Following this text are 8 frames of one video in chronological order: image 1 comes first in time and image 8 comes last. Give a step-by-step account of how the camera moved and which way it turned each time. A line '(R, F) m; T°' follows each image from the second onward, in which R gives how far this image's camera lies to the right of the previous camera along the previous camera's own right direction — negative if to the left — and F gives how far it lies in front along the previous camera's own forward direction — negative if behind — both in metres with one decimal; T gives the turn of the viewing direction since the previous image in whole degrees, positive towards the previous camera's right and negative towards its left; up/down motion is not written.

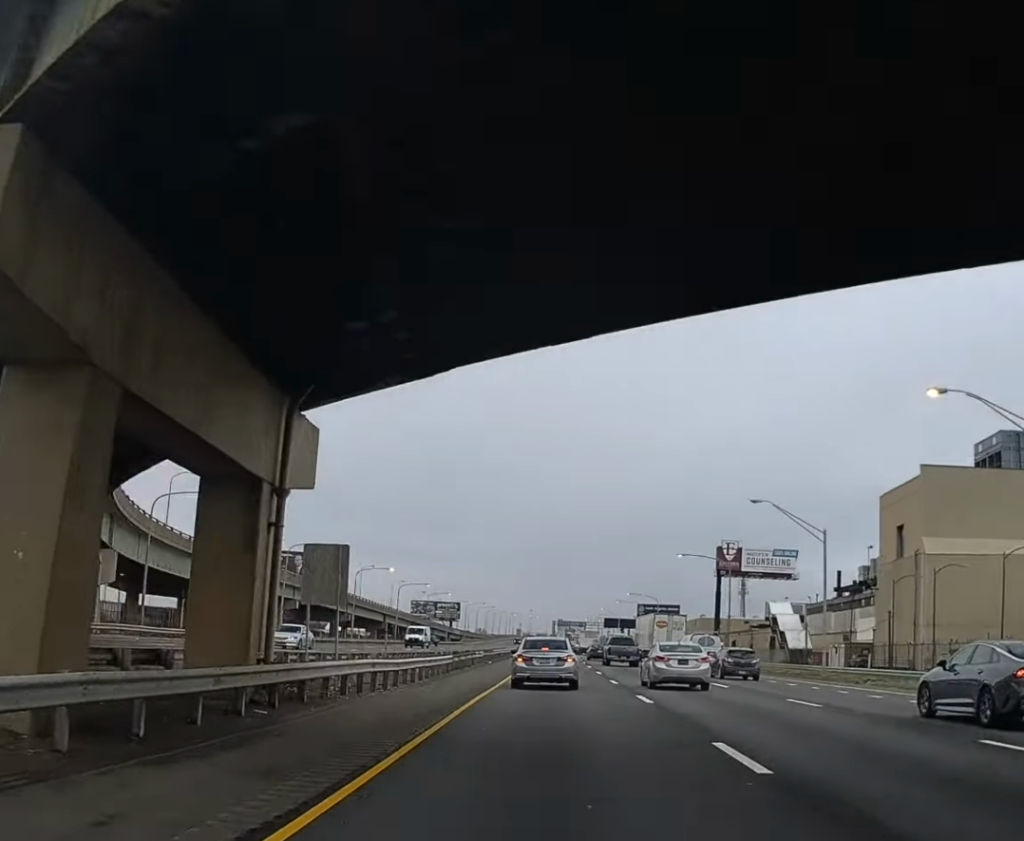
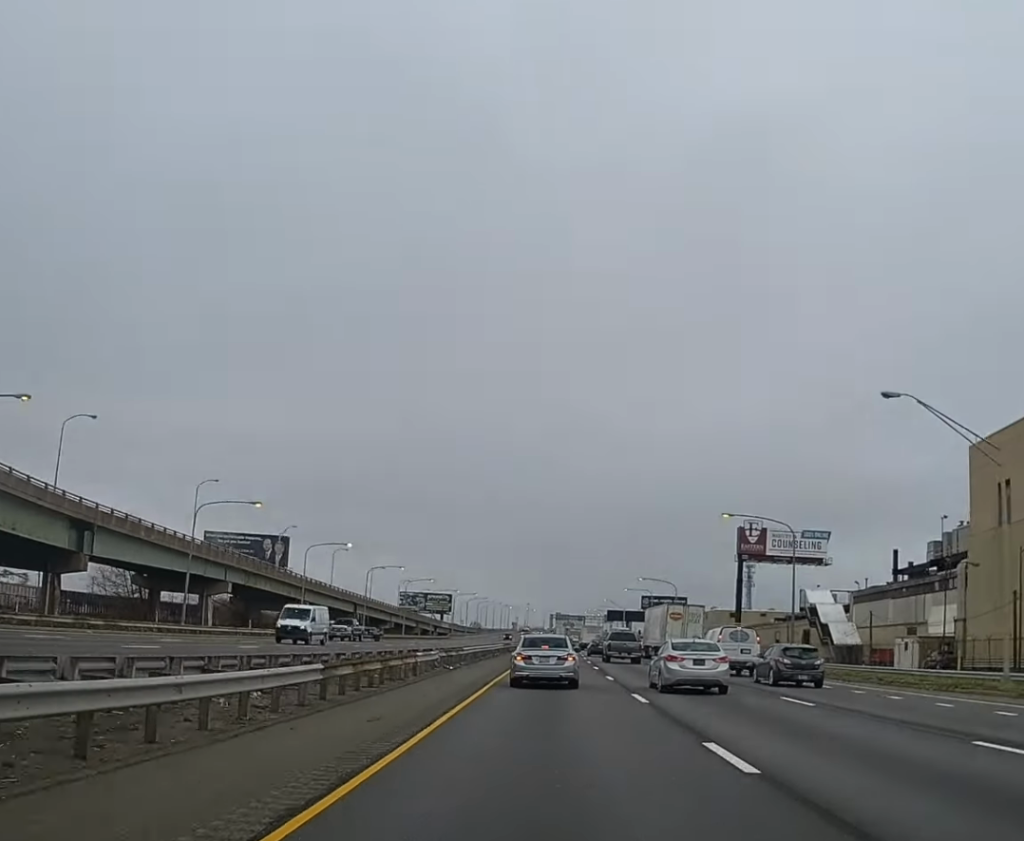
(0.0, +24.4) m; 0°
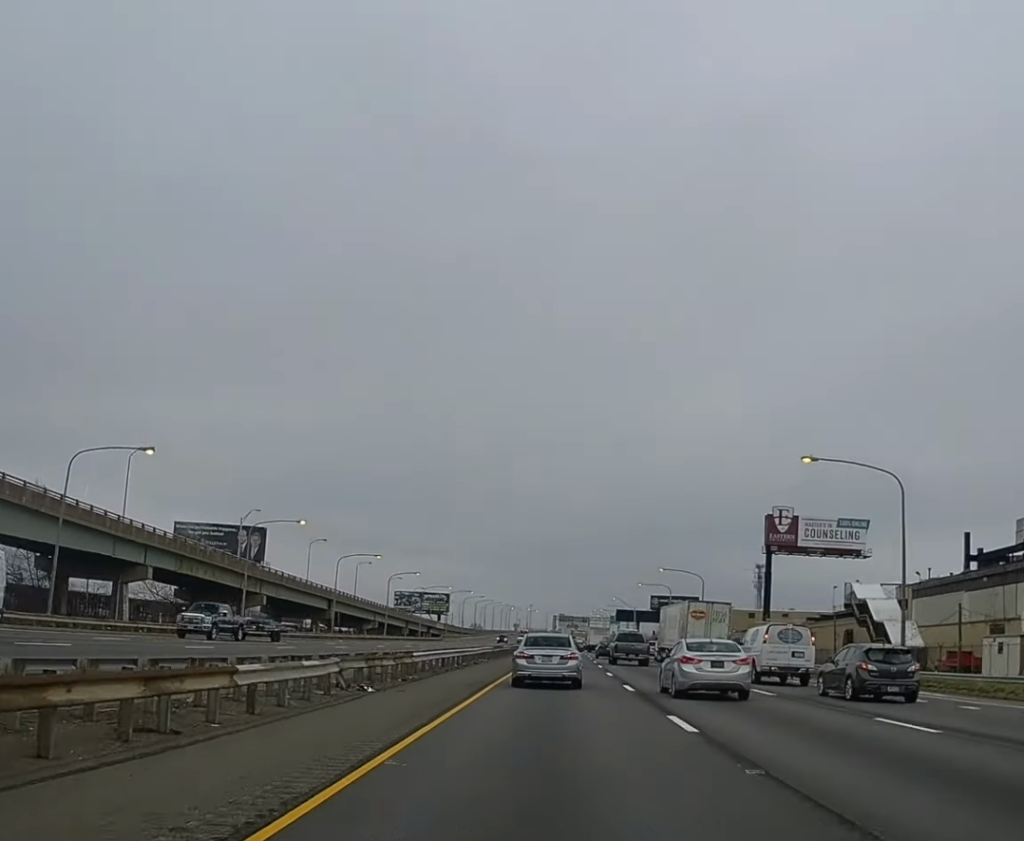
(0.0, +19.9) m; 0°
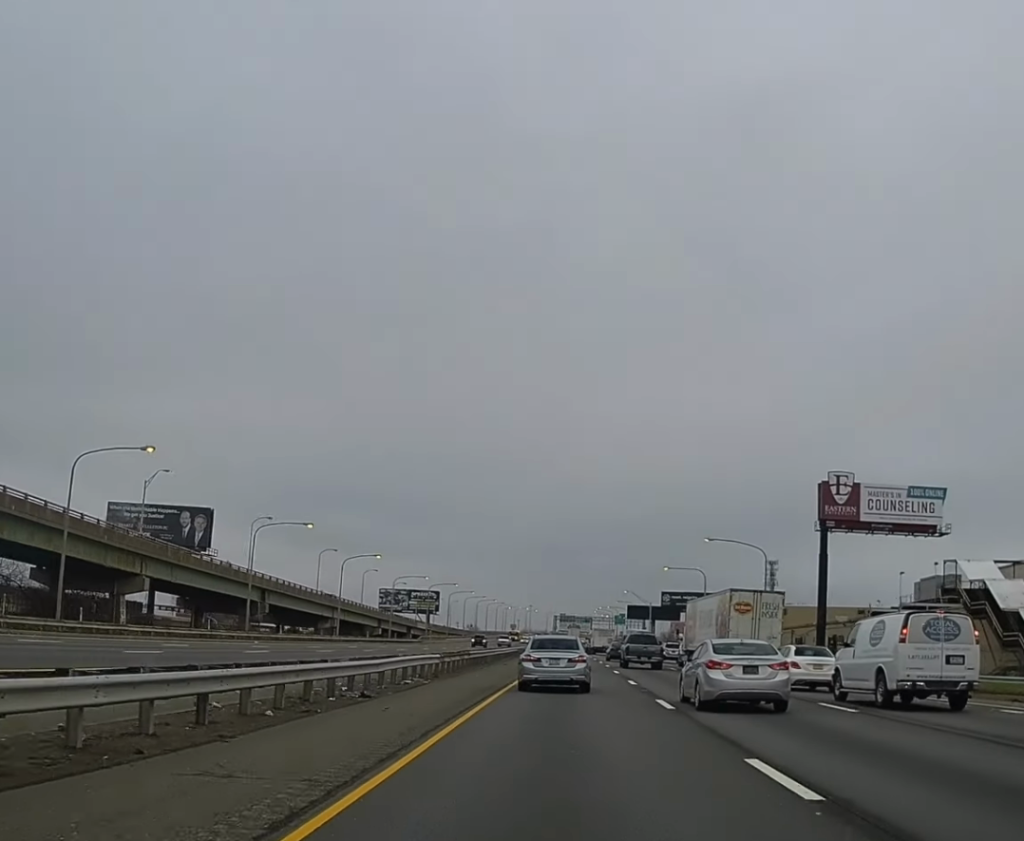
(0.0, +31.1) m; 0°
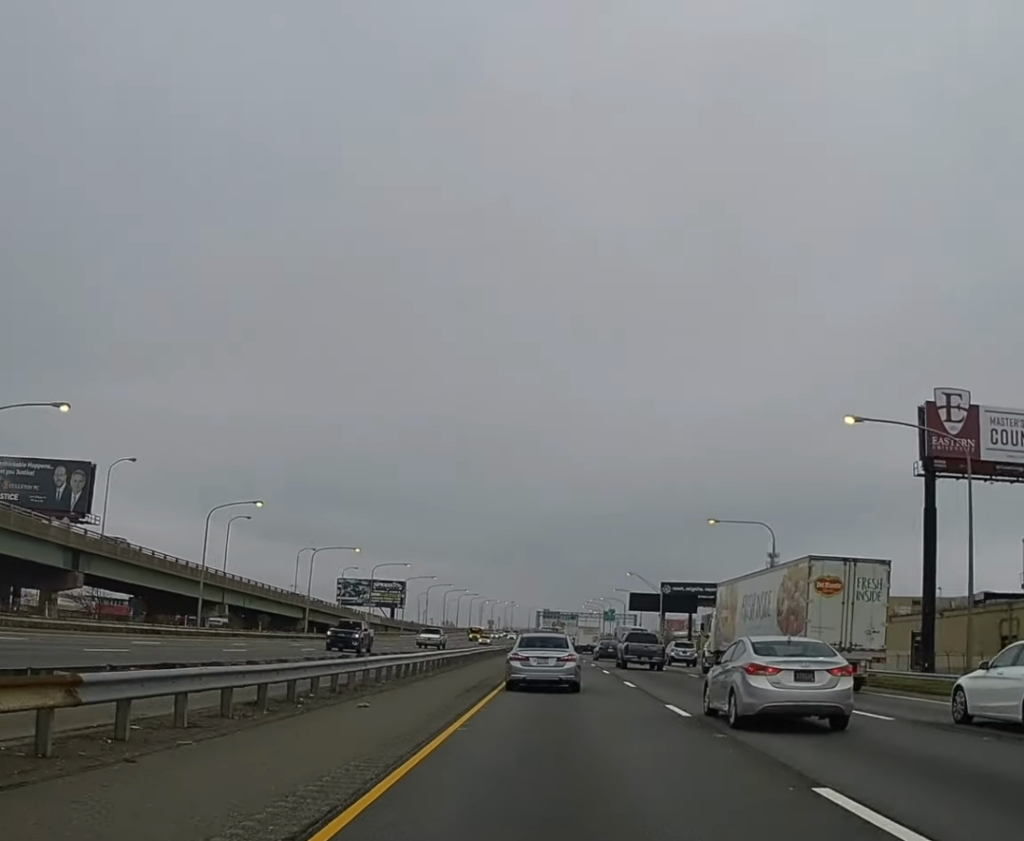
(+0.1, +38.7) m; 0°
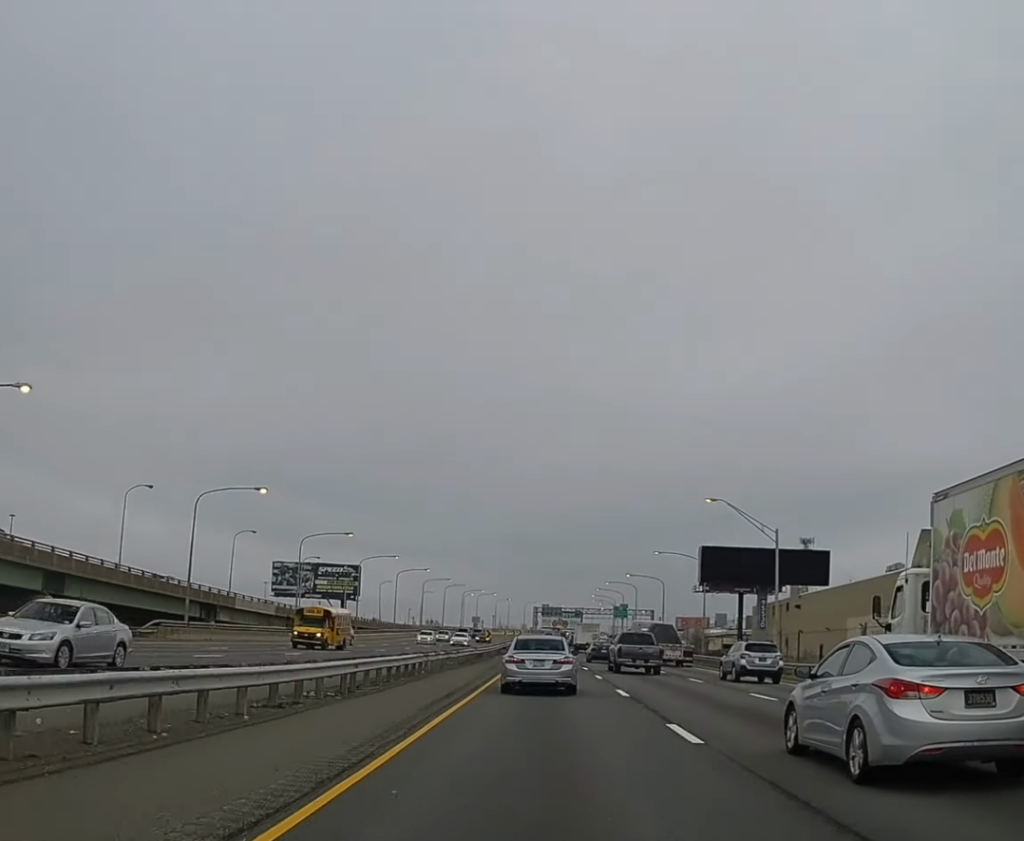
(+0.1, +65.2) m; 0°
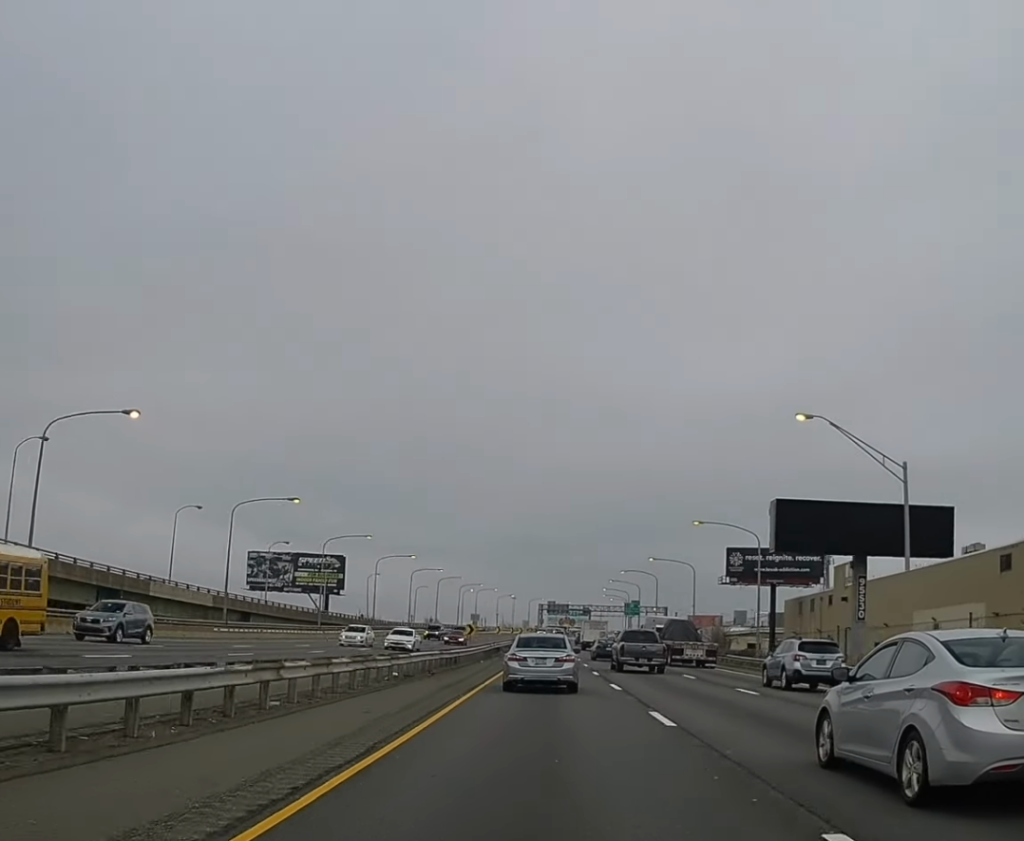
(0.0, +22.1) m; 0°
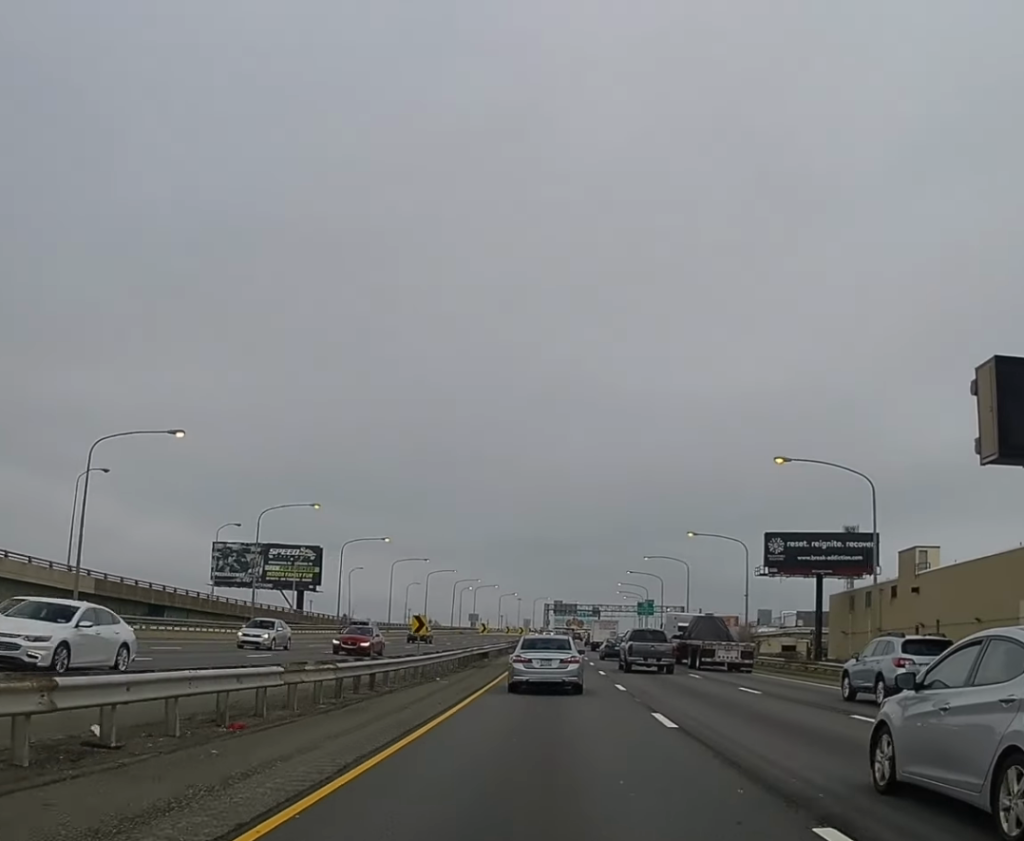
(0.0, +24.0) m; 0°
